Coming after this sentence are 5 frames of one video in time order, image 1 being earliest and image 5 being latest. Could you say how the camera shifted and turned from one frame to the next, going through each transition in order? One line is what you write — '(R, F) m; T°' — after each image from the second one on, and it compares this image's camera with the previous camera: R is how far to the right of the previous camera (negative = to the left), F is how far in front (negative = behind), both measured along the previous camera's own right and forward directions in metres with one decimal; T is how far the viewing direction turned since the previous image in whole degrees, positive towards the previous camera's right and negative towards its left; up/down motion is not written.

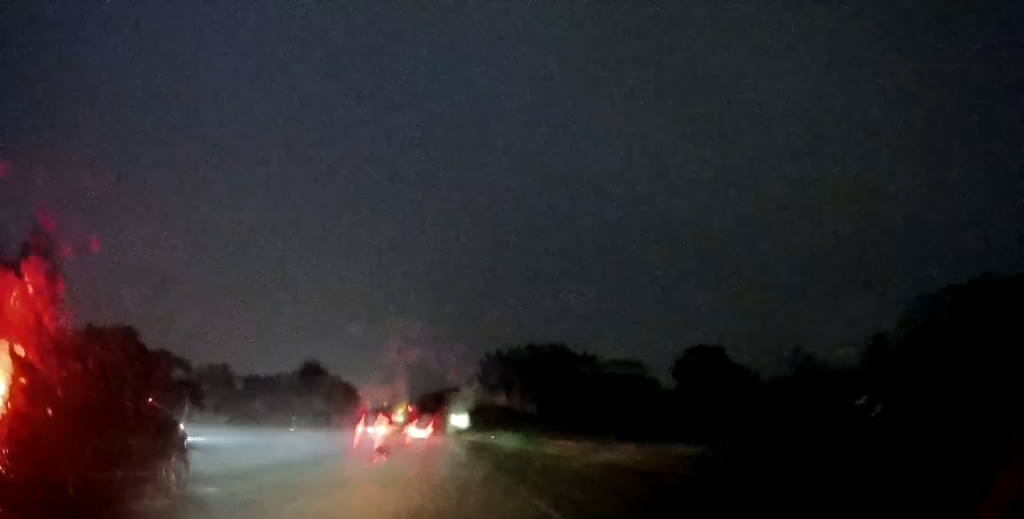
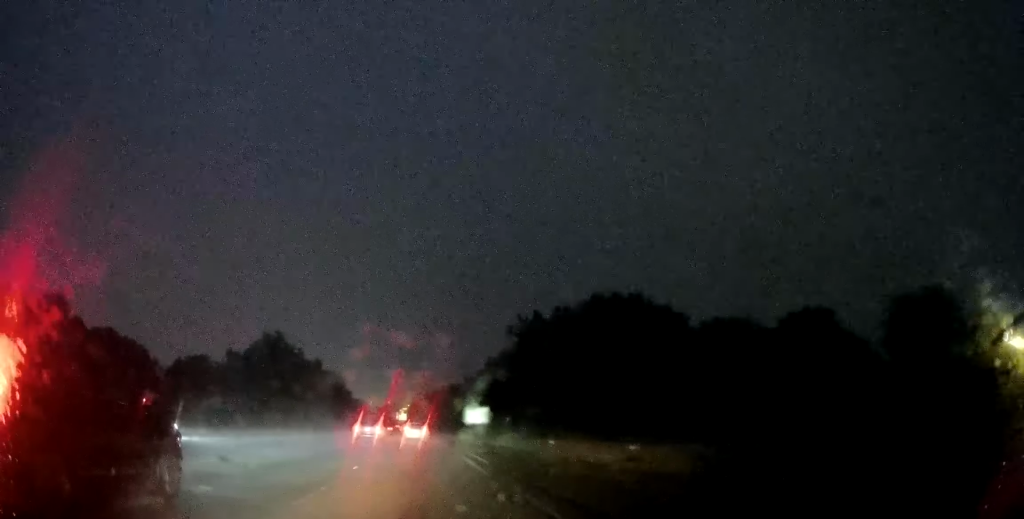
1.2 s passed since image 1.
(-0.7, +36.4) m; -2°
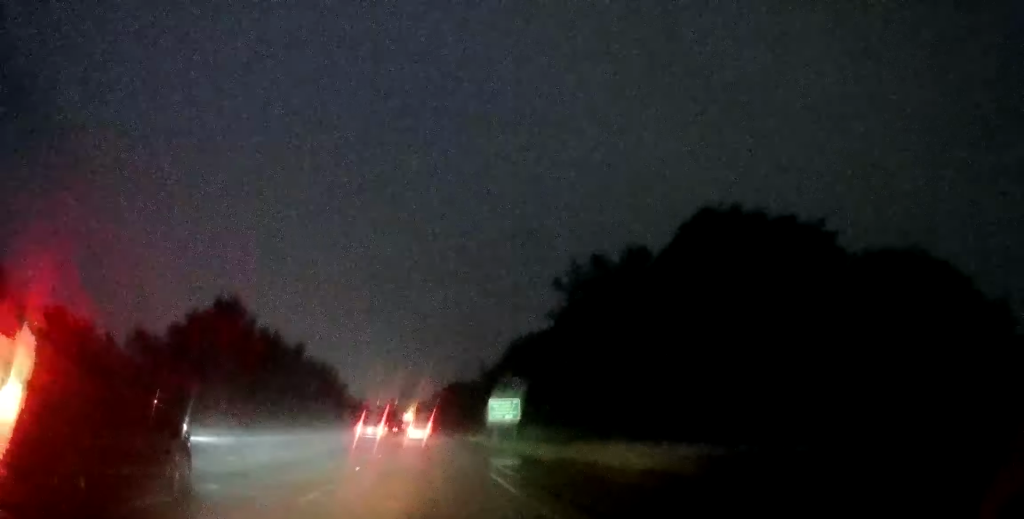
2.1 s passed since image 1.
(-0.4, +25.2) m; 0°
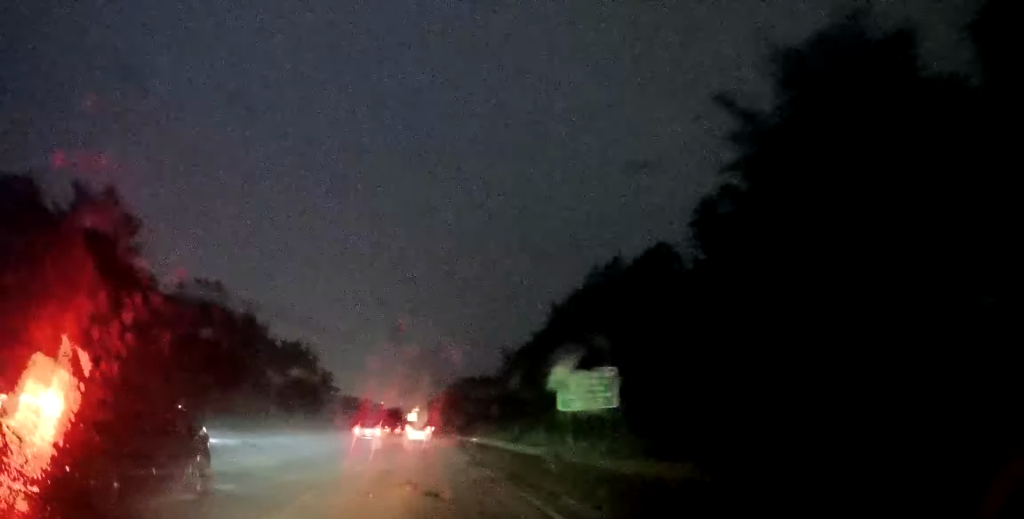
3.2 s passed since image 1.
(+0.3, +31.4) m; 0°
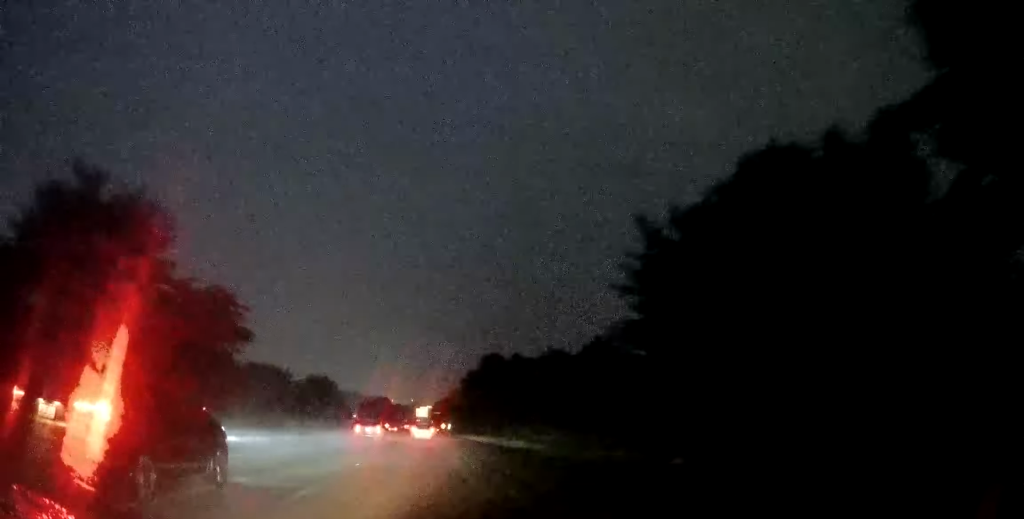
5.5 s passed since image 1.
(-0.9, +64.5) m; -1°
